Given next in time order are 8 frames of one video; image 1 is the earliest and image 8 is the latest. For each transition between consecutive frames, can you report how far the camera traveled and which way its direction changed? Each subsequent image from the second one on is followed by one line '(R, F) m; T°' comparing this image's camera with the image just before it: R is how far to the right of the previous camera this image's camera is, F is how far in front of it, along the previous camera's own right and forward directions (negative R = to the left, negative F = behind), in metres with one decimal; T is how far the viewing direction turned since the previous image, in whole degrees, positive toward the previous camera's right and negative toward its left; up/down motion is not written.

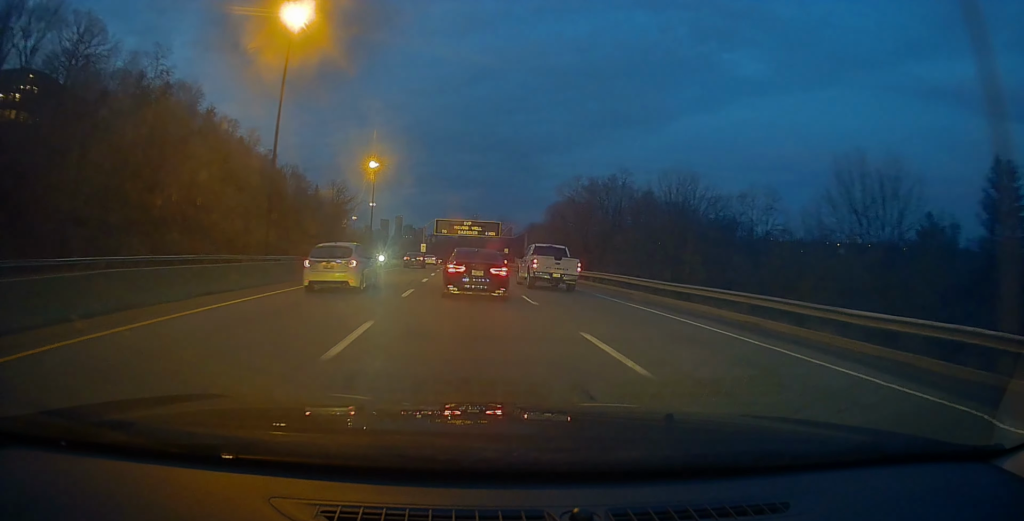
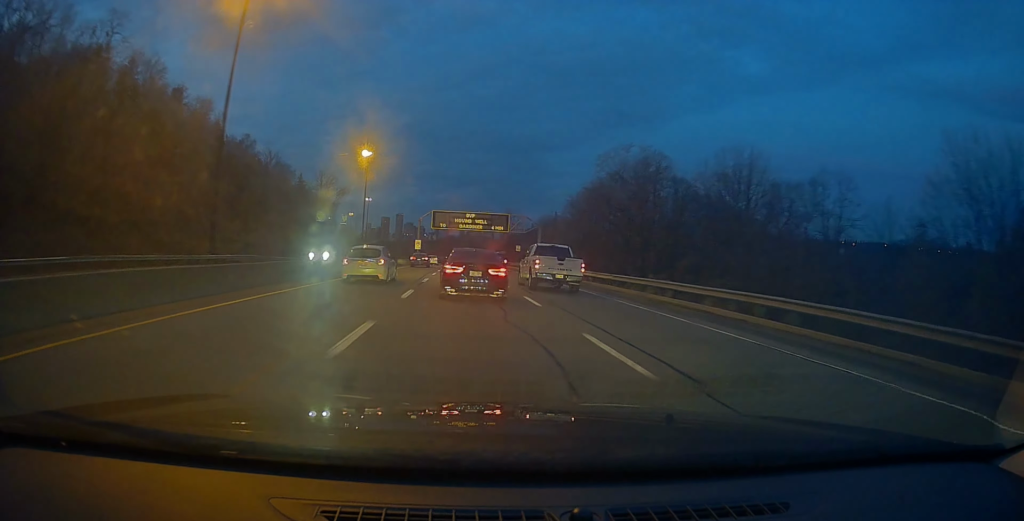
(+0.4, +18.1) m; +1°
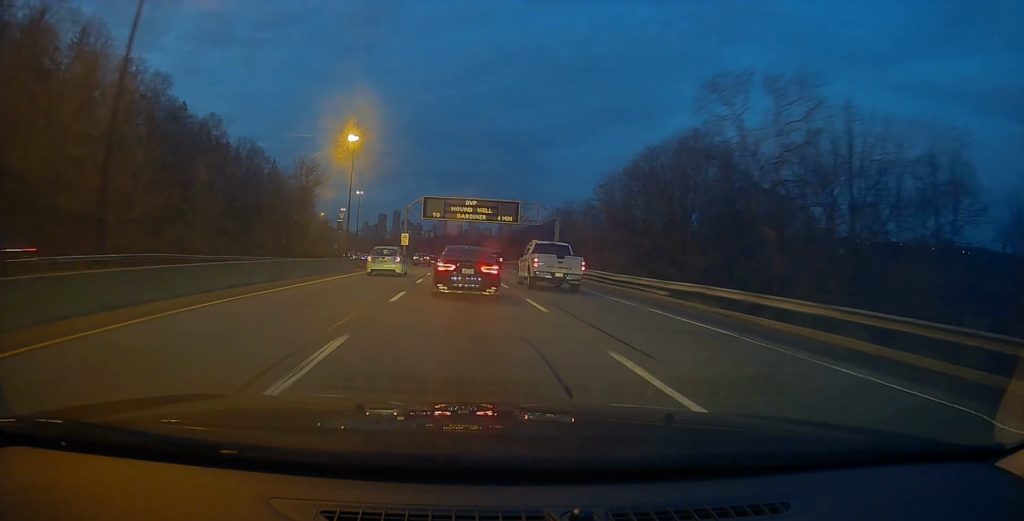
(+0.1, +20.1) m; 0°
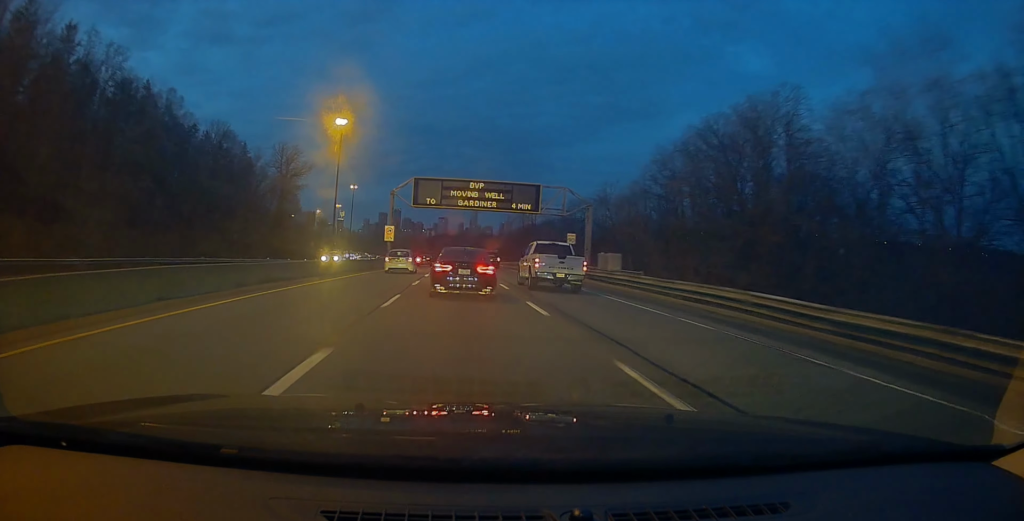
(0.0, +19.2) m; -1°
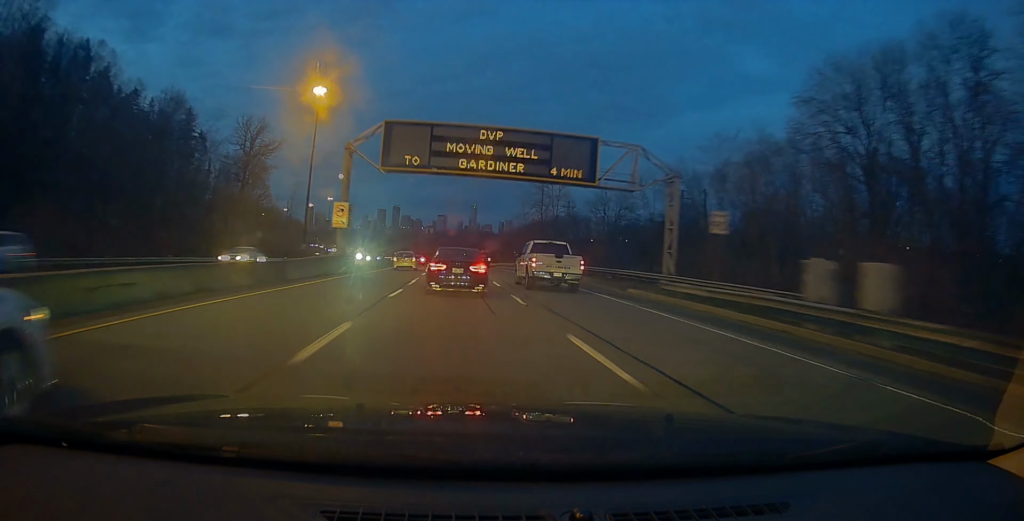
(-0.4, +24.9) m; -1°
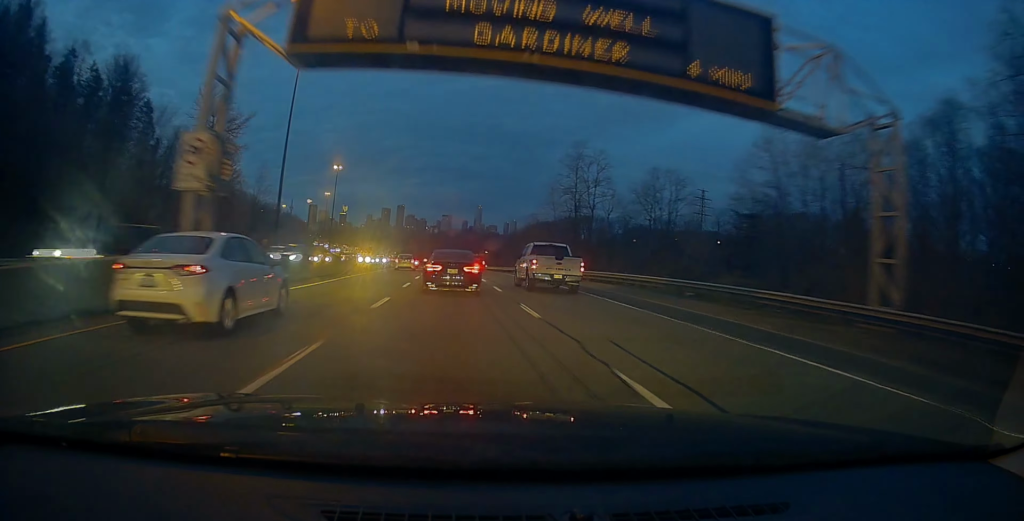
(+0.1, +20.7) m; 0°
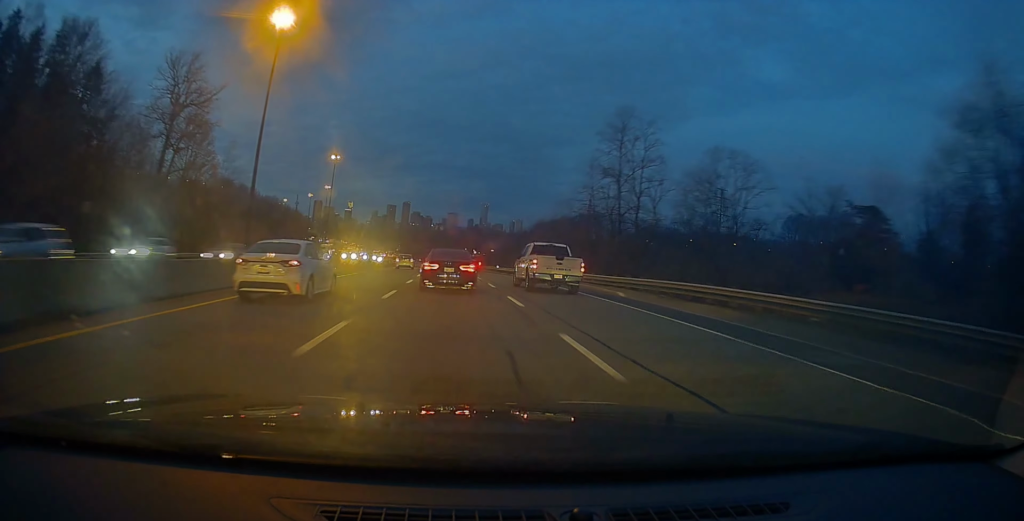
(+0.2, +14.7) m; 0°
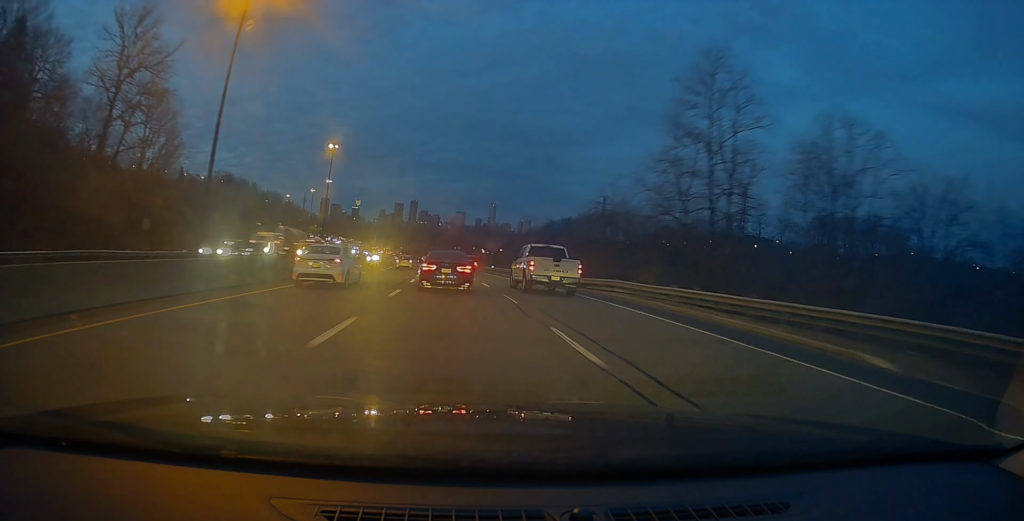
(-0.1, +16.3) m; -1°
